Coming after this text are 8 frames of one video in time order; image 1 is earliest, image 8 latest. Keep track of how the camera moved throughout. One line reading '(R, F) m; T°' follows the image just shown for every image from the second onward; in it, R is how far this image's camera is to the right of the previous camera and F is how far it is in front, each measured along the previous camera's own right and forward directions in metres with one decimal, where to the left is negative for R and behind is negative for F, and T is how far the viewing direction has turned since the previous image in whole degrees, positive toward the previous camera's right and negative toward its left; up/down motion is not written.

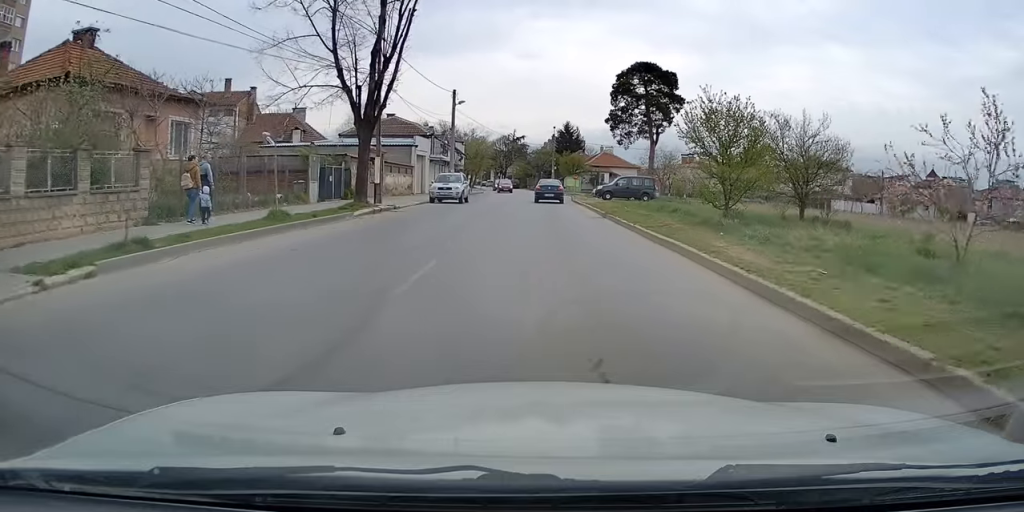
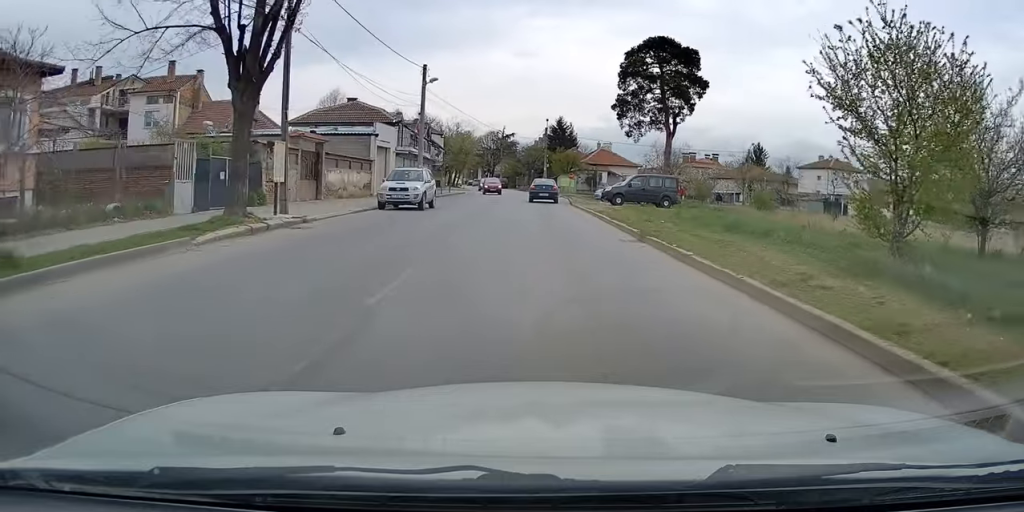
(0.0, +9.7) m; +2°
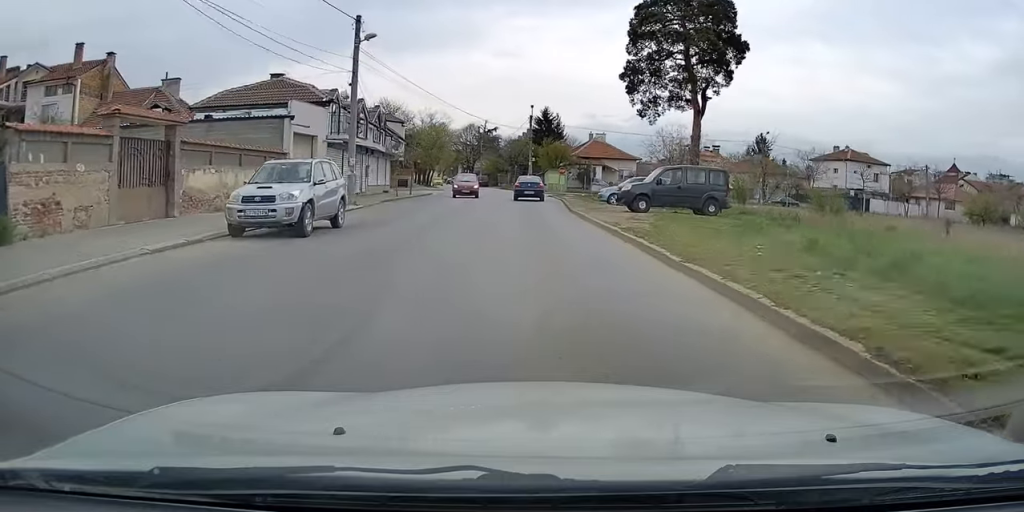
(+0.5, +11.3) m; +2°
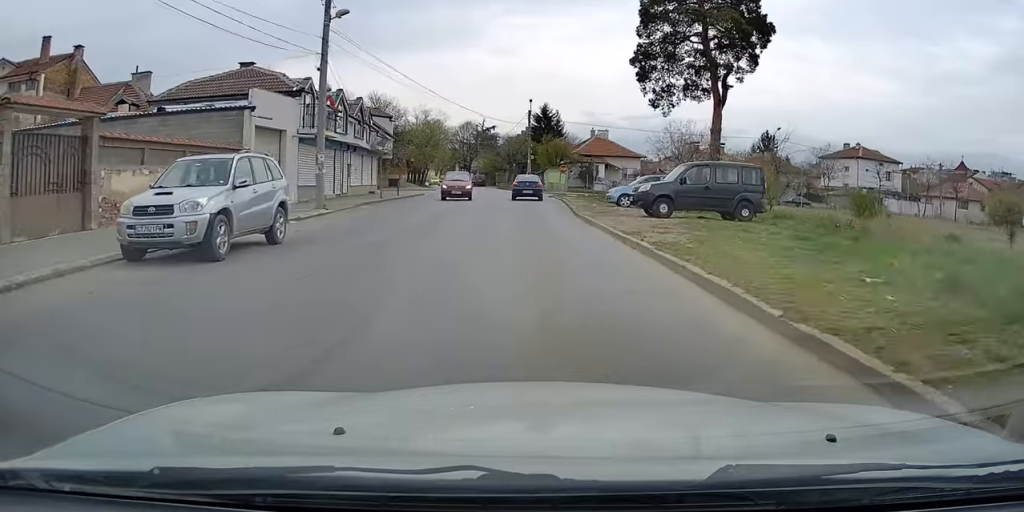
(0.0, +3.7) m; 0°
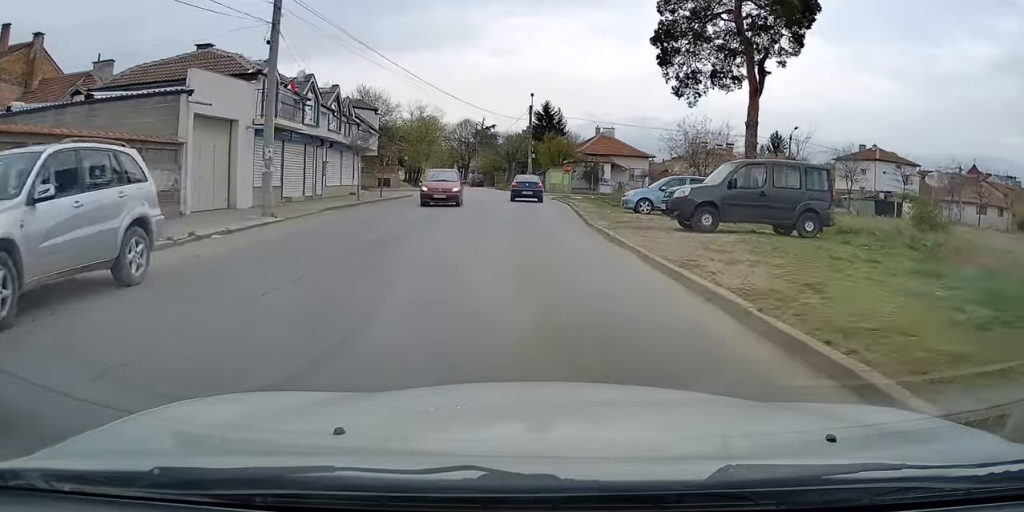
(-0.2, +4.5) m; -1°
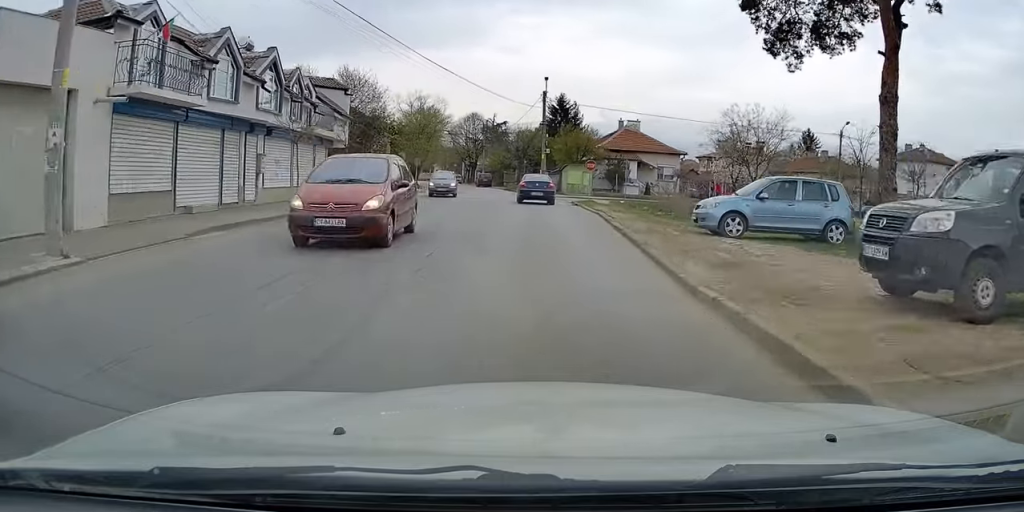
(-0.1, +8.9) m; -2°
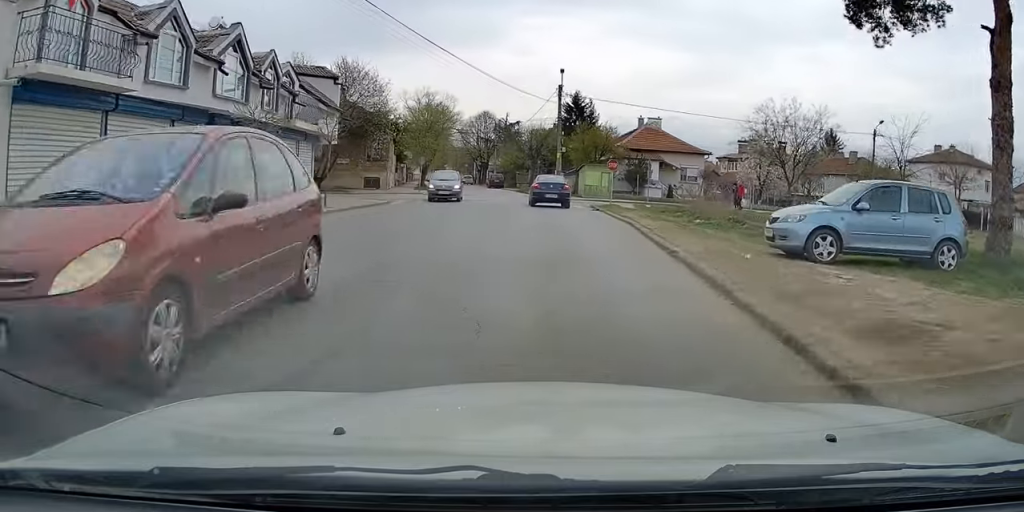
(0.0, +3.8) m; 0°
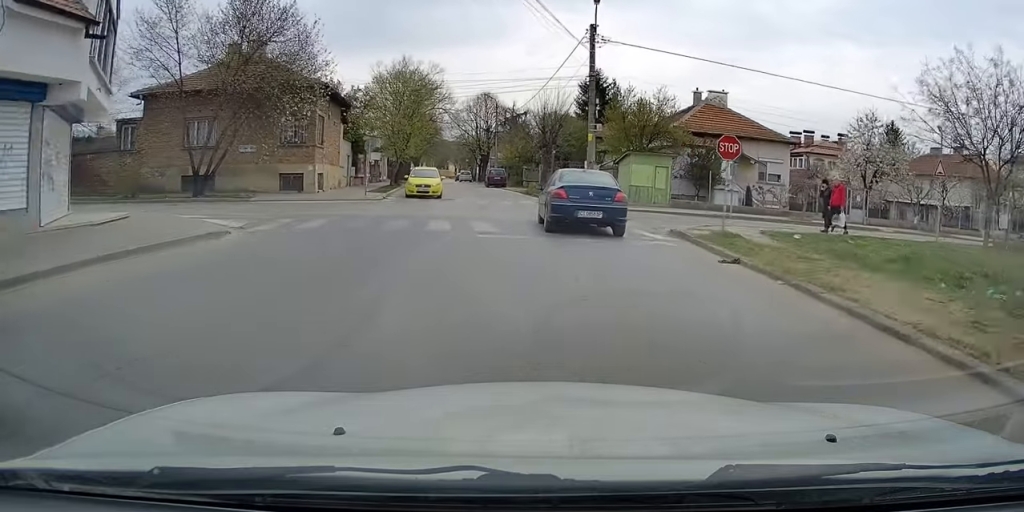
(+0.3, +16.6) m; -3°
